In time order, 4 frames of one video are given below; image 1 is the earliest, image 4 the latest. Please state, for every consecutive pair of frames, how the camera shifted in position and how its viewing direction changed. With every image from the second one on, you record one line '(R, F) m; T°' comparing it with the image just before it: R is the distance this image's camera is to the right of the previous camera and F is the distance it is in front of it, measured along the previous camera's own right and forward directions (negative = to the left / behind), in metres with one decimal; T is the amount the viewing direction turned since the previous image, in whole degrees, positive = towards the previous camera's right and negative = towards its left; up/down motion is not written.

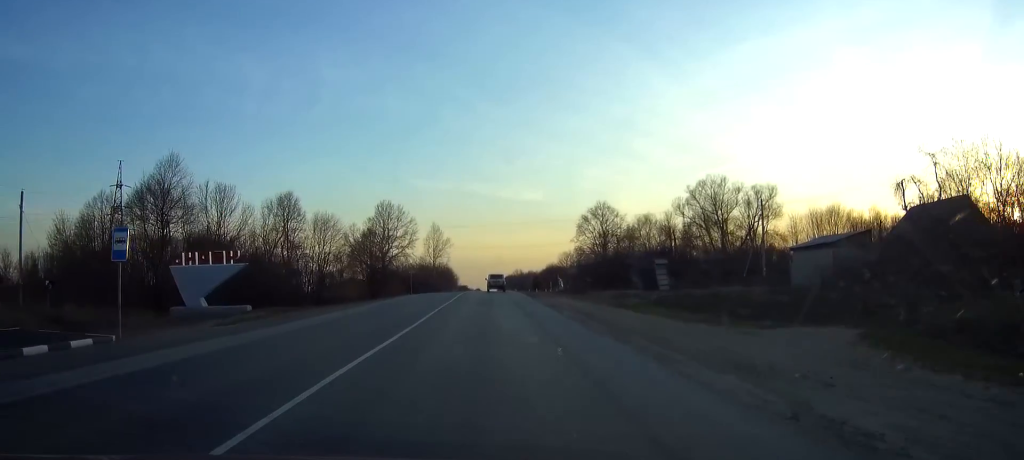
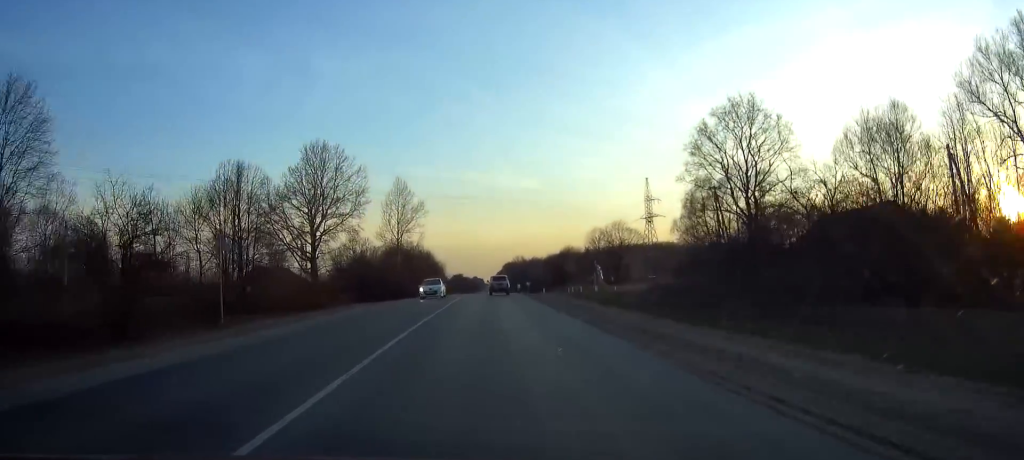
(-0.2, +63.9) m; 0°
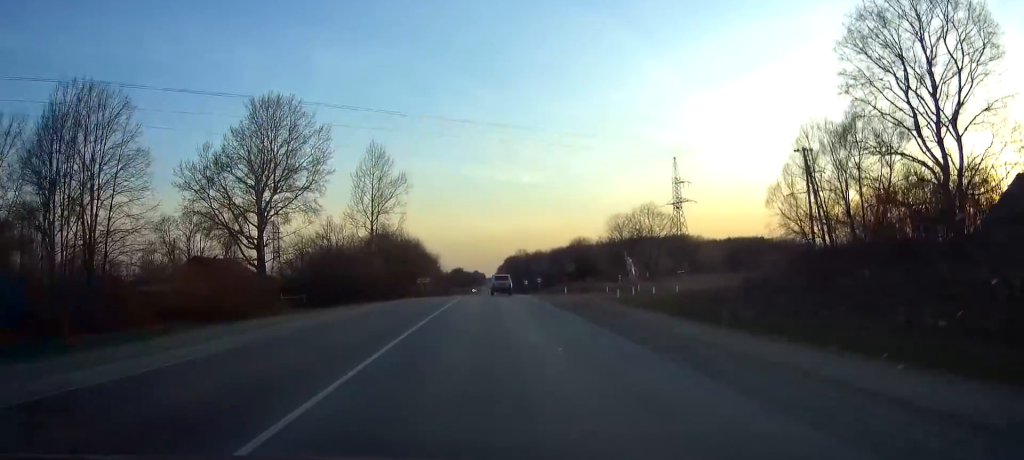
(-0.1, +24.0) m; 0°
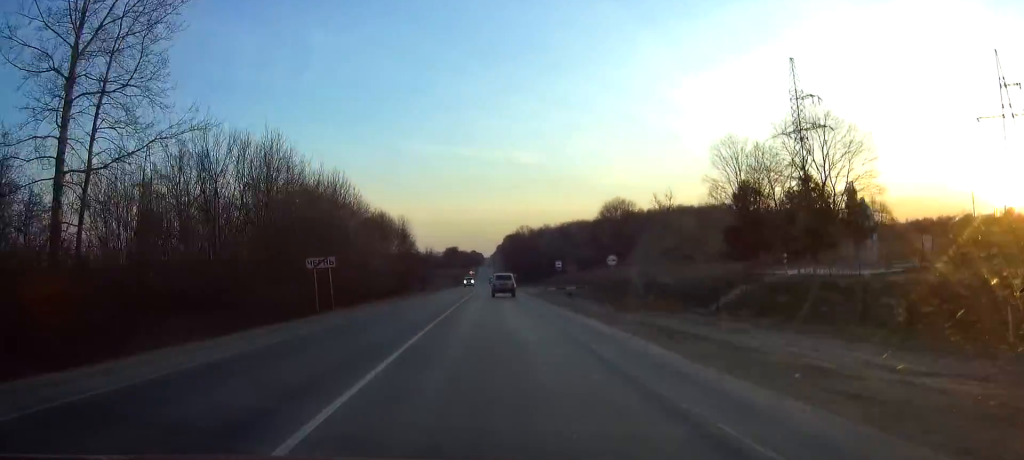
(0.0, +59.3) m; +1°
